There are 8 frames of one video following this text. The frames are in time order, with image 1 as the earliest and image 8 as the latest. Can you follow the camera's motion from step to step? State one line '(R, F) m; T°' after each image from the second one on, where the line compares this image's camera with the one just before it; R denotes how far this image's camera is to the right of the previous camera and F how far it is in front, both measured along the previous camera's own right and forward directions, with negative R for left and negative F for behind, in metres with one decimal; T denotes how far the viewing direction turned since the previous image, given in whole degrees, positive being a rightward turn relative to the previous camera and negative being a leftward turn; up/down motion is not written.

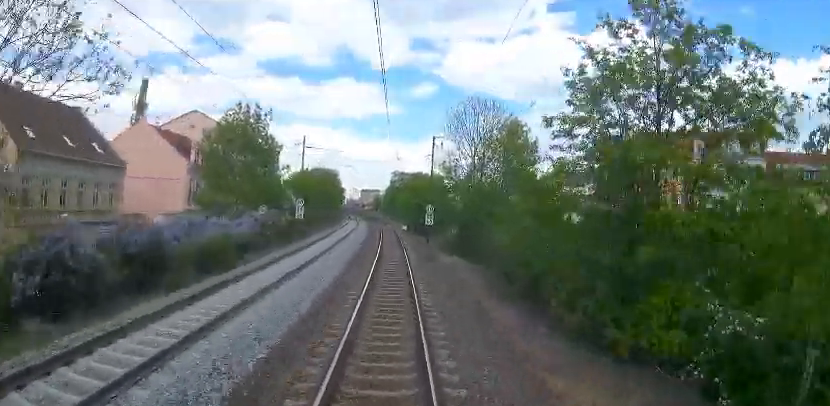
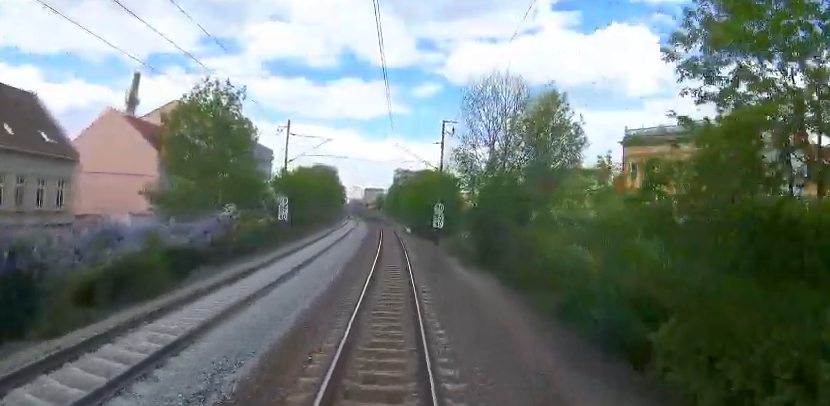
(+0.1, +6.6) m; -1°
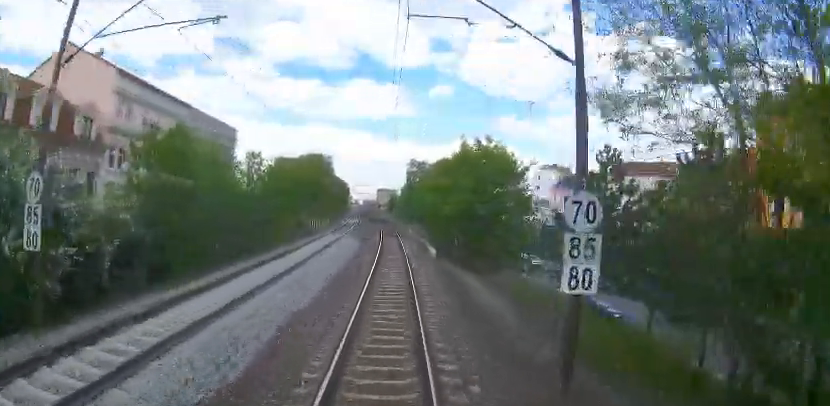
(-1.0, +24.3) m; -4°
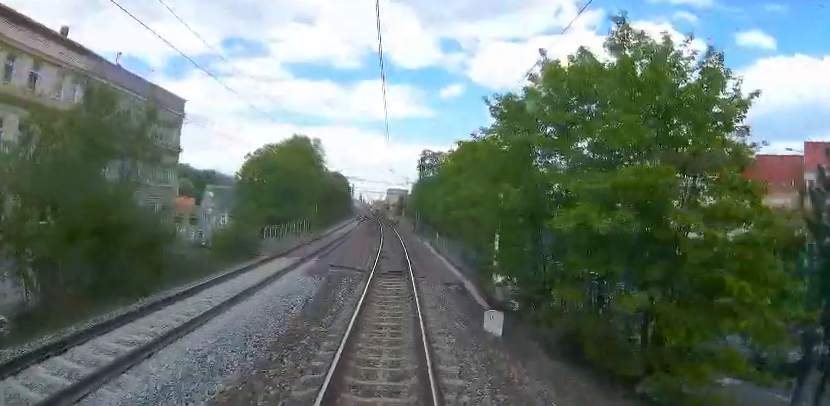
(-0.2, +17.3) m; -1°
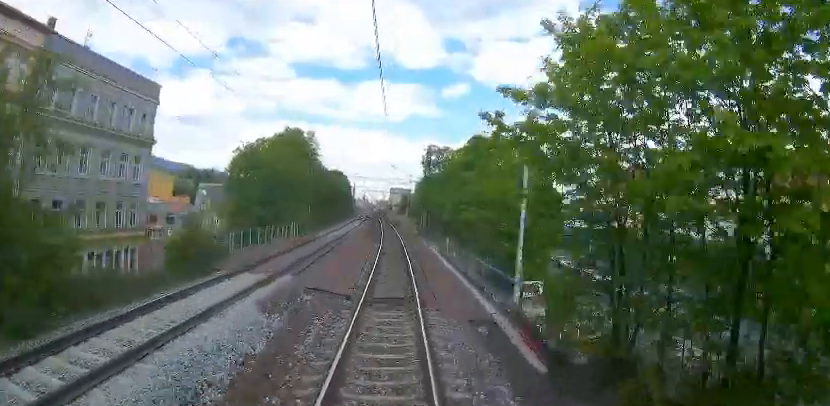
(0.0, +5.6) m; 0°
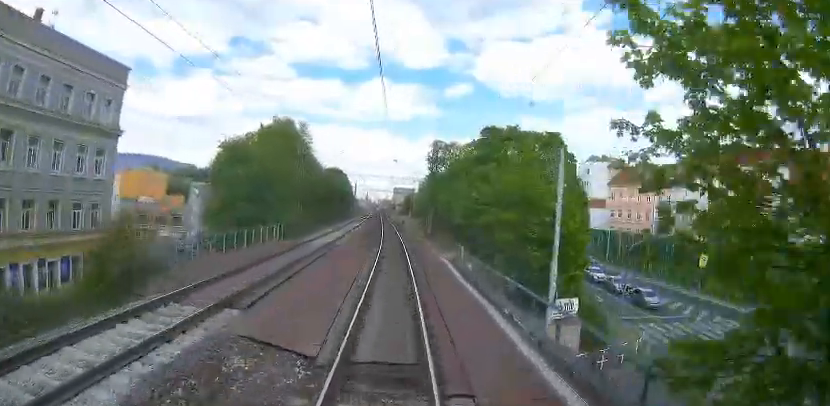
(0.0, +5.6) m; 0°
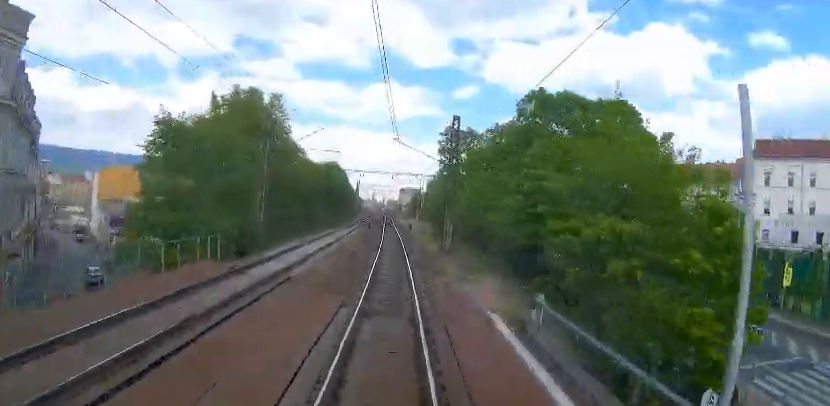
(+0.2, +11.8) m; 0°
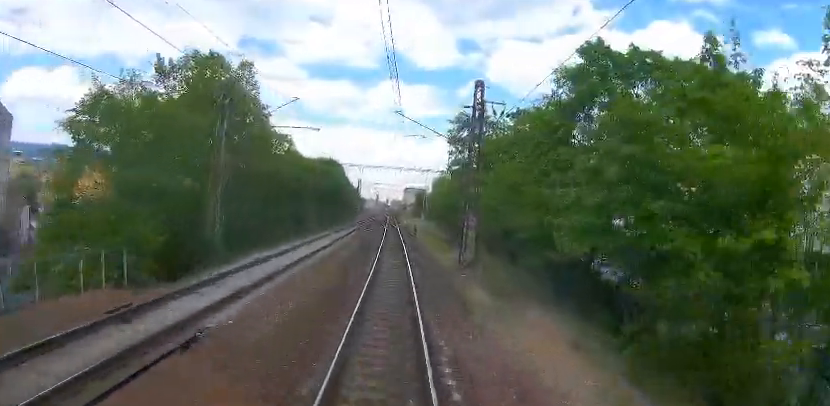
(-0.1, +7.6) m; -3°
